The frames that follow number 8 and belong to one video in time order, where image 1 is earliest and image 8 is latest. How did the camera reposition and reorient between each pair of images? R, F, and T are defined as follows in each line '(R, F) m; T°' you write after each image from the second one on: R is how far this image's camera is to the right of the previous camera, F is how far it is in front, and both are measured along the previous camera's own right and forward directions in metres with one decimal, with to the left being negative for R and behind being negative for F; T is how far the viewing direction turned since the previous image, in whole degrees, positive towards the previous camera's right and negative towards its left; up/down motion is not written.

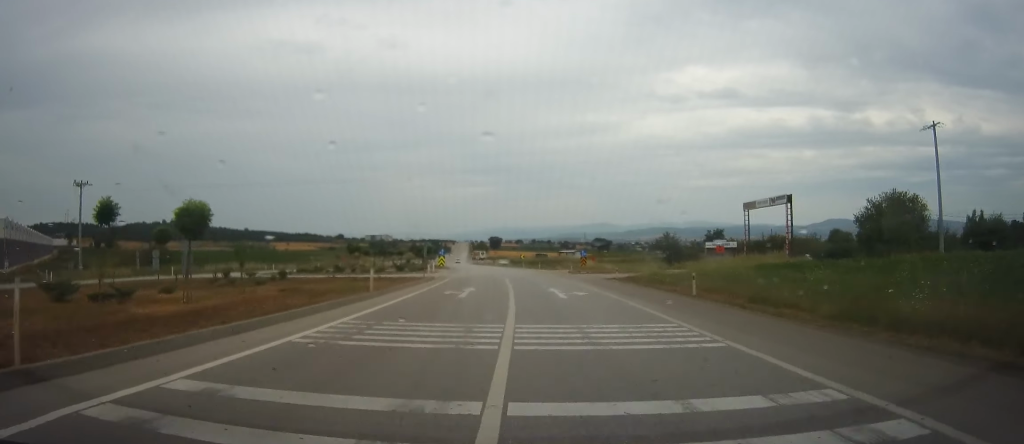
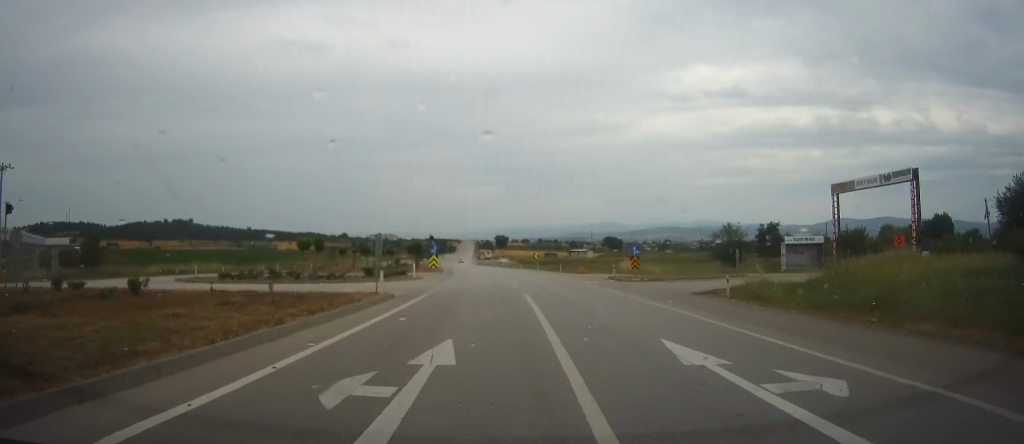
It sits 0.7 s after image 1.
(-0.1, +18.5) m; -1°
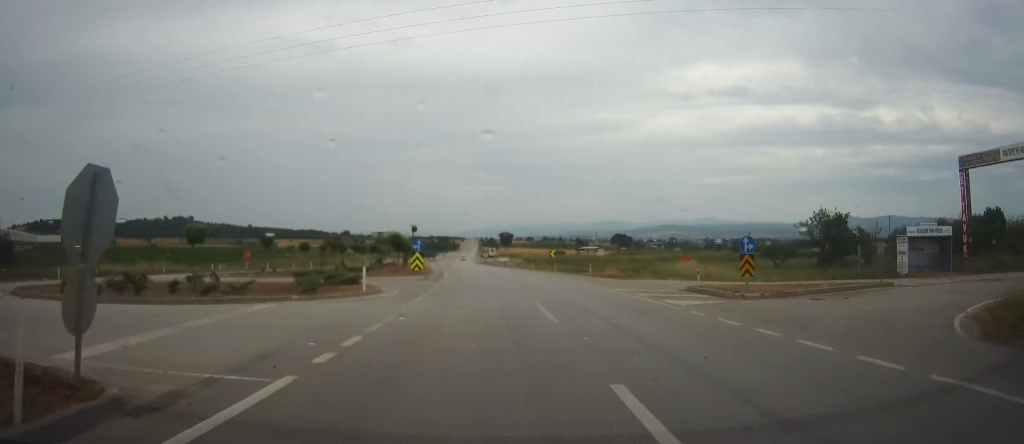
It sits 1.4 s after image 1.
(-0.5, +17.1) m; 0°
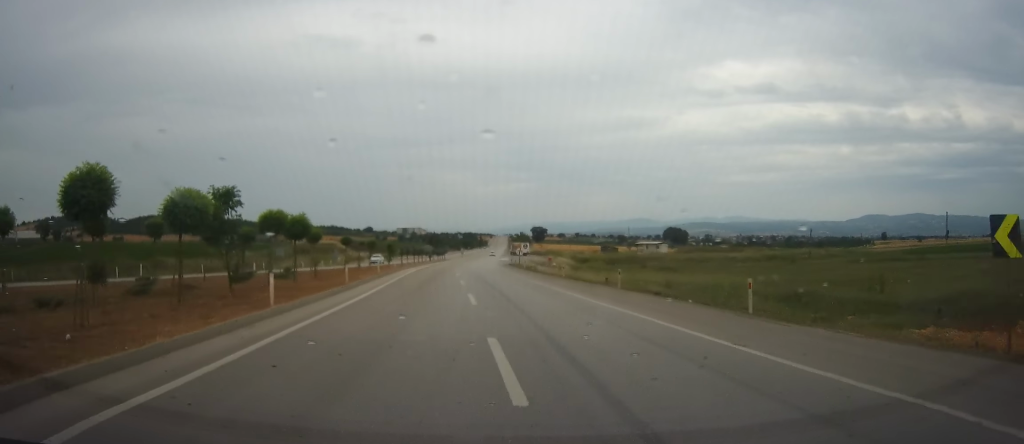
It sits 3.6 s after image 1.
(-0.3, +57.4) m; -2°
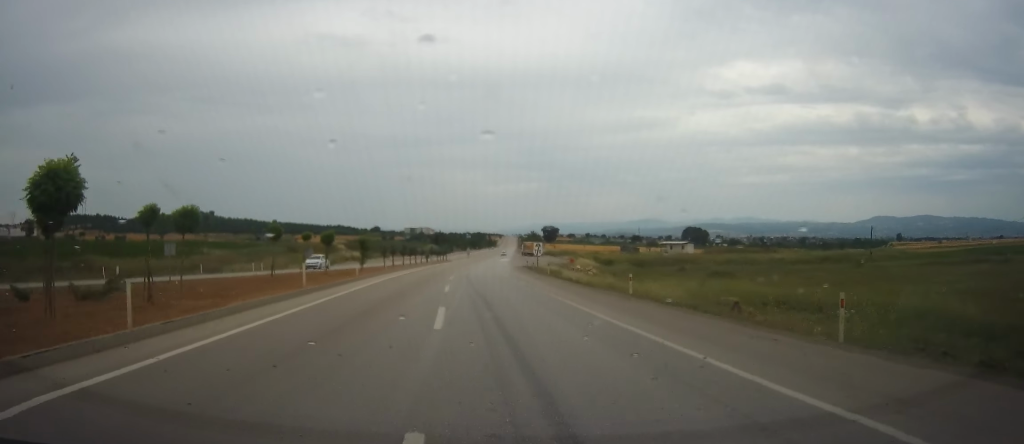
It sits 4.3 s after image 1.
(-0.1, +18.3) m; 0°
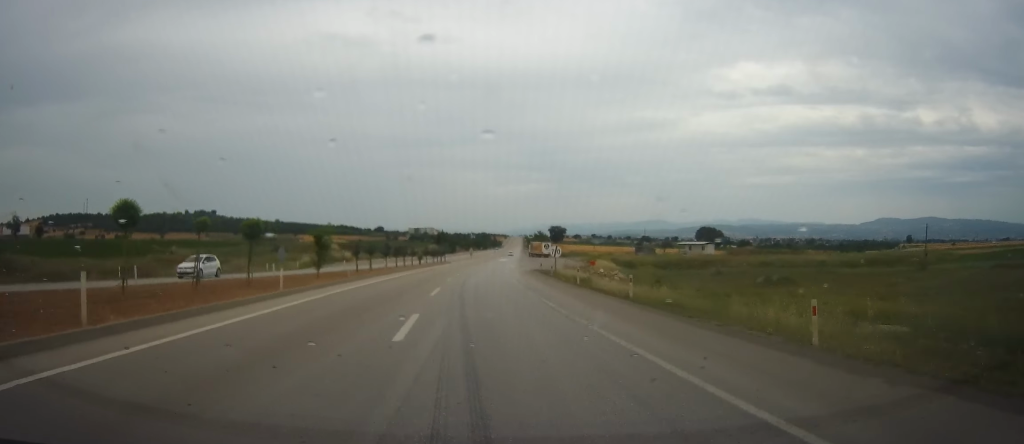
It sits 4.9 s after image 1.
(0.0, +14.3) m; 0°
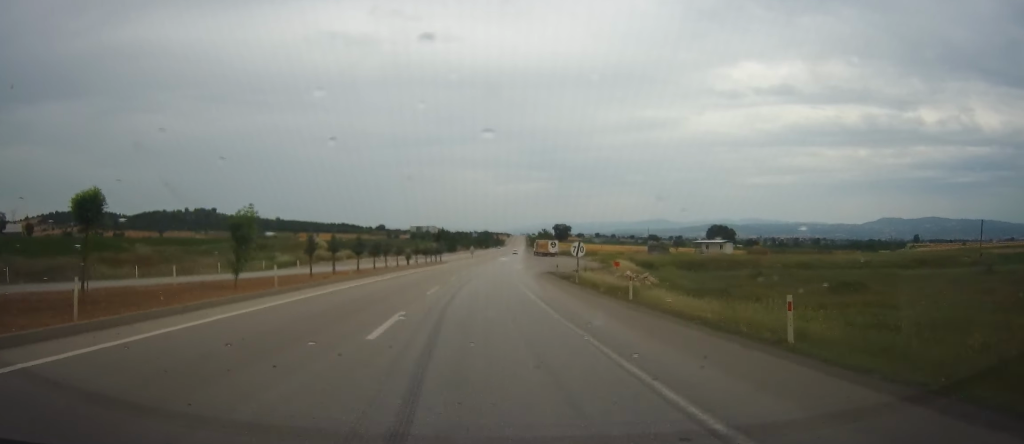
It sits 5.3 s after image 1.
(0.0, +11.8) m; 0°
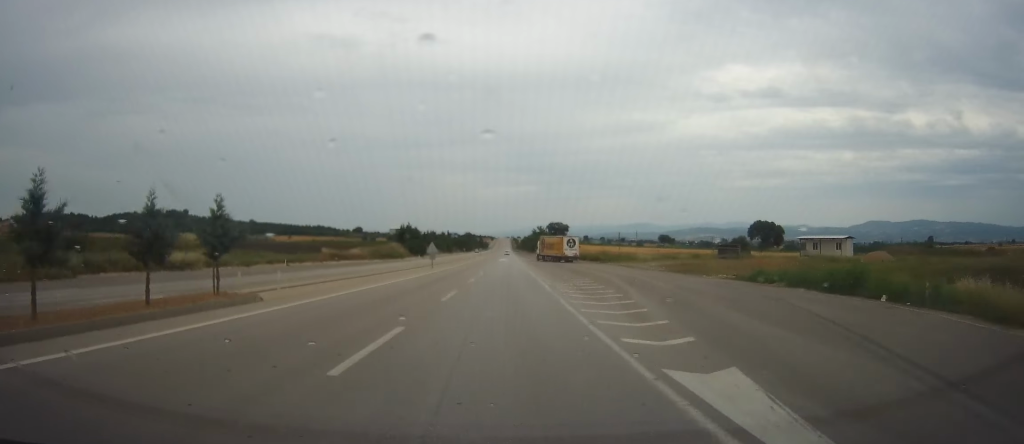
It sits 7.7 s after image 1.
(-1.4, +63.8) m; -2°
